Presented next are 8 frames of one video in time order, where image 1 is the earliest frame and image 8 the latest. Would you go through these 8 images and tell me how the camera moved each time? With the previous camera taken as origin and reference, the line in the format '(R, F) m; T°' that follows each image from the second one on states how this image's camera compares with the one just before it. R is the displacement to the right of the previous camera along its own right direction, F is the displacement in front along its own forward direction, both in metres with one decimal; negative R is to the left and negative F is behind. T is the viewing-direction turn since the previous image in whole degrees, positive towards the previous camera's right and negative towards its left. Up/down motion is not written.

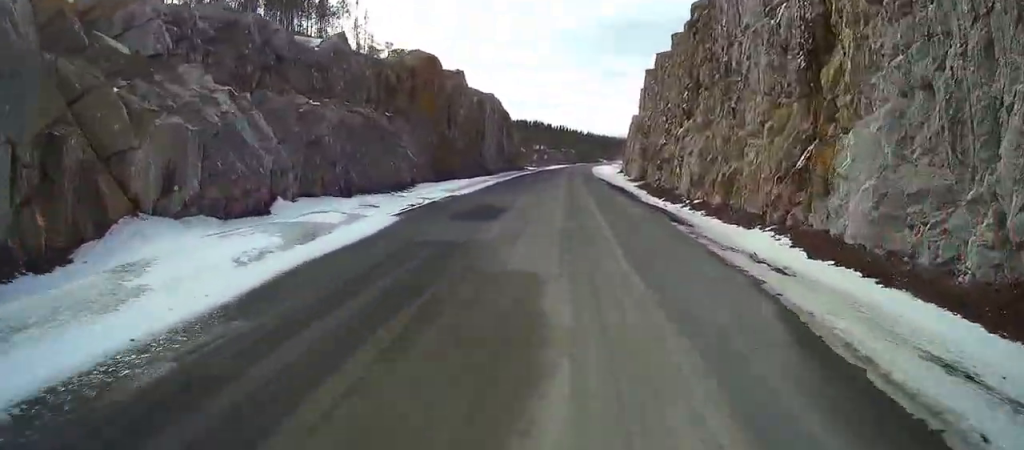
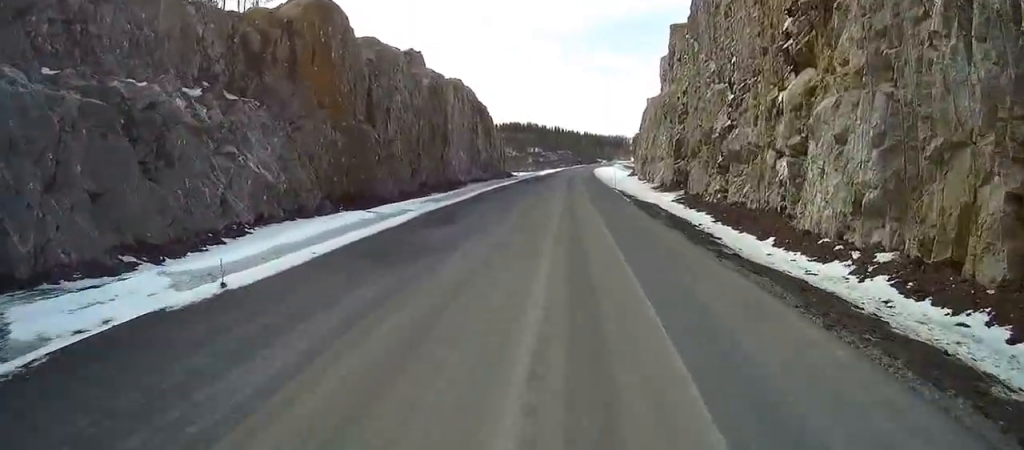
(-0.3, +28.7) m; -1°
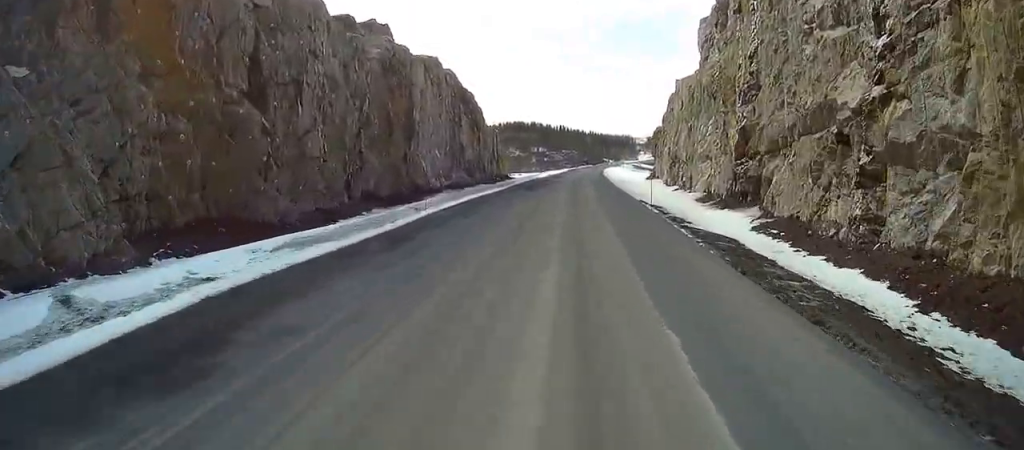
(-0.1, +19.1) m; -1°
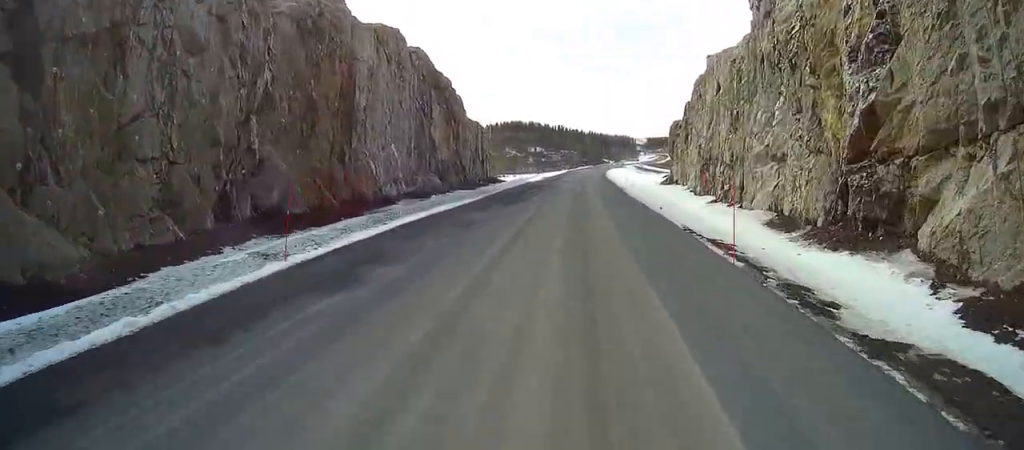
(-0.4, +15.6) m; -1°
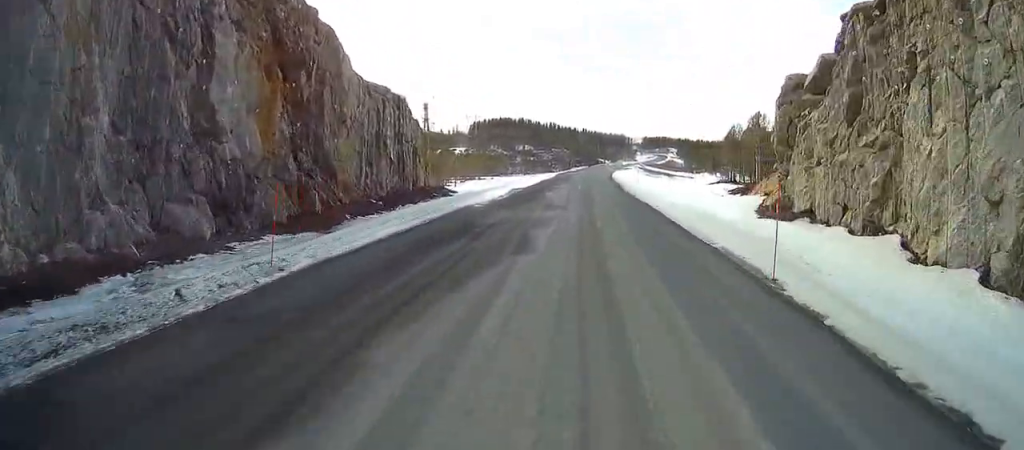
(+0.9, +39.0) m; +3°
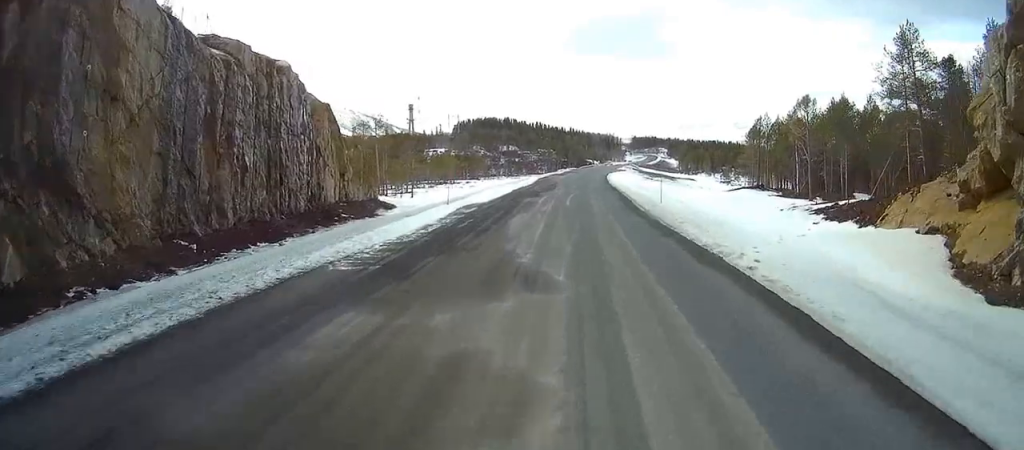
(+0.2, +19.2) m; +1°
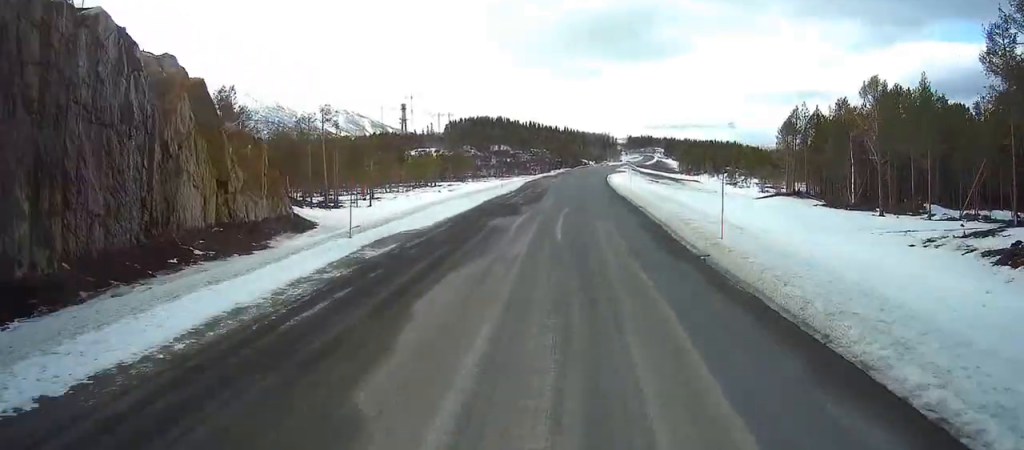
(+0.1, +14.2) m; 0°
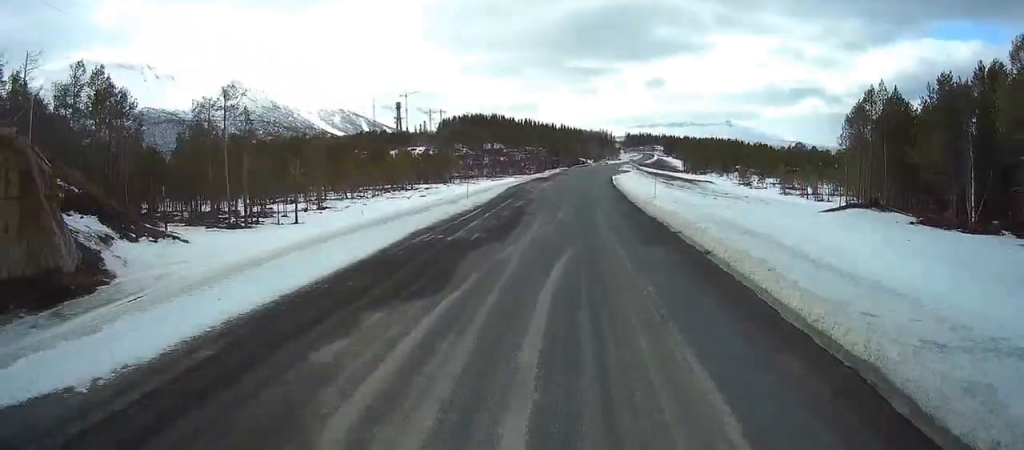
(0.0, +17.0) m; +1°
